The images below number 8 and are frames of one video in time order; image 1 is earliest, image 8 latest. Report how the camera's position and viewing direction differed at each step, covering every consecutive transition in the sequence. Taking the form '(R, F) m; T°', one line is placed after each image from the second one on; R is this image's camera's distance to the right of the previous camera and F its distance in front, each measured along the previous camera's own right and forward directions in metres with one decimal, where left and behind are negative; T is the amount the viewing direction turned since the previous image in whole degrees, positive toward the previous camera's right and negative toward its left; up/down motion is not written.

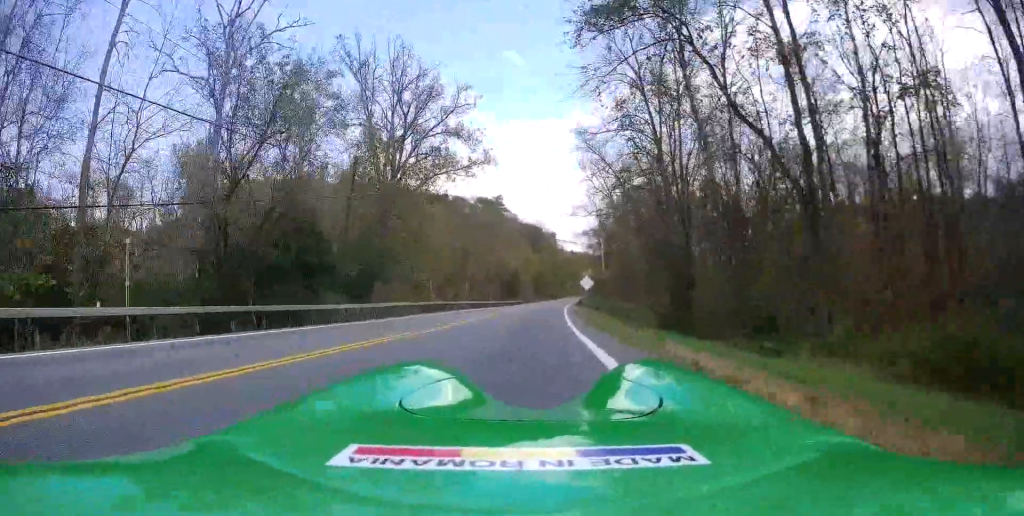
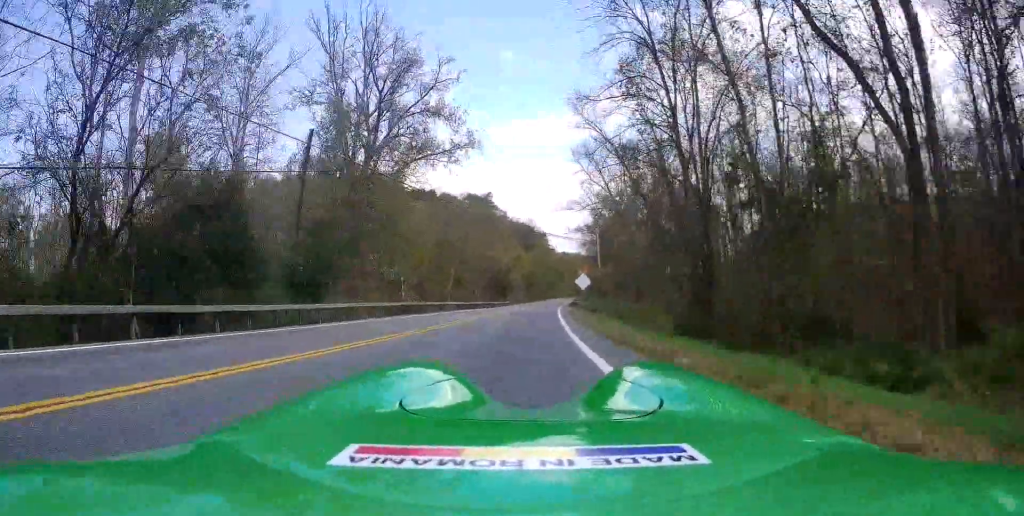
(0.0, +6.2) m; 0°
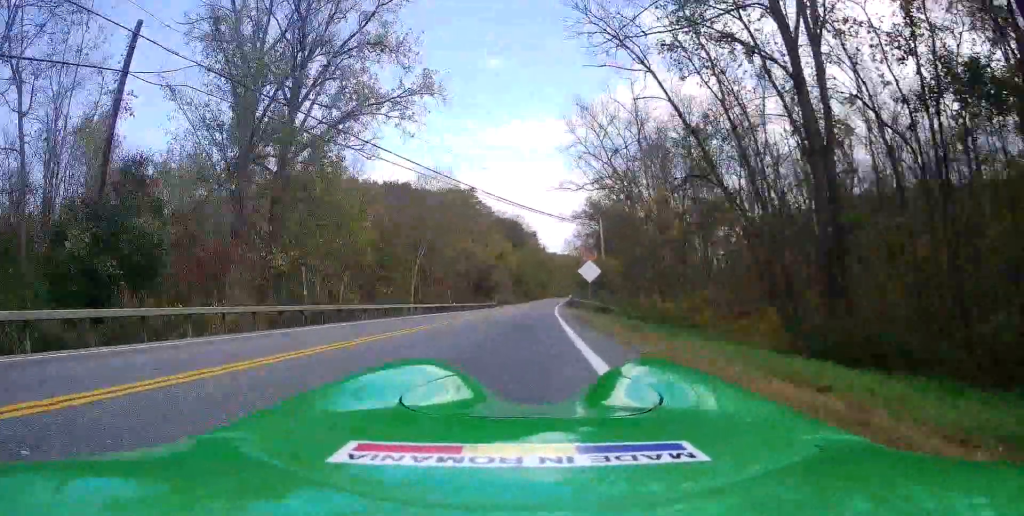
(0.0, +14.9) m; +2°
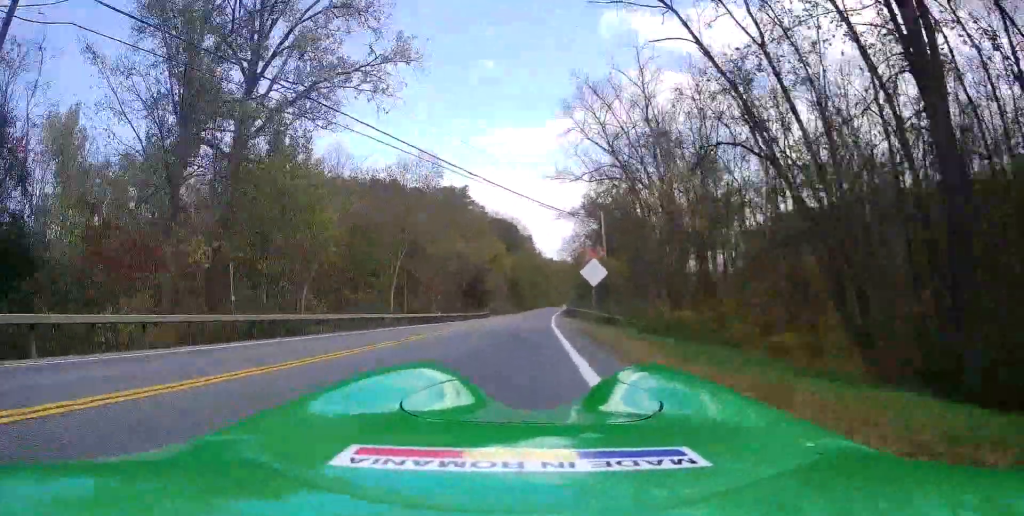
(-0.1, +5.1) m; +1°
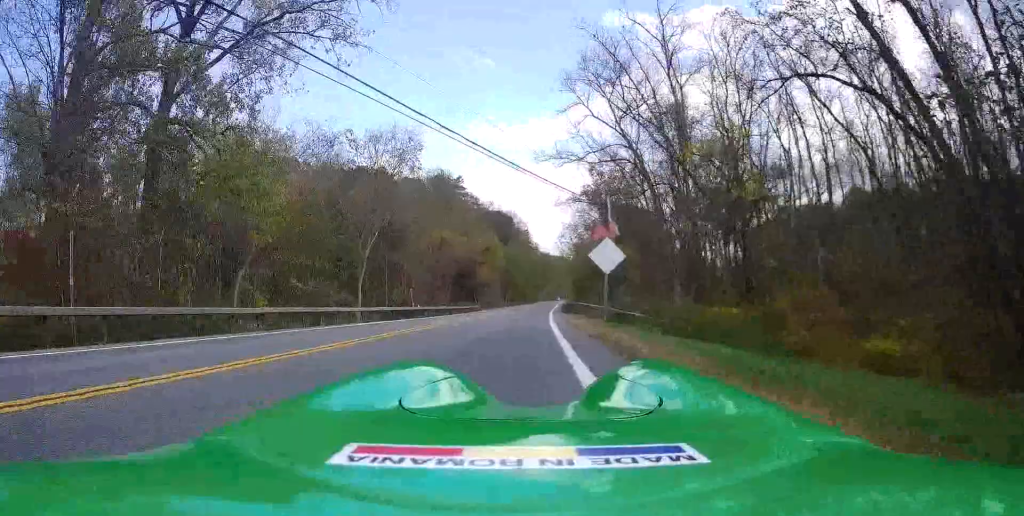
(+0.3, +6.6) m; +1°
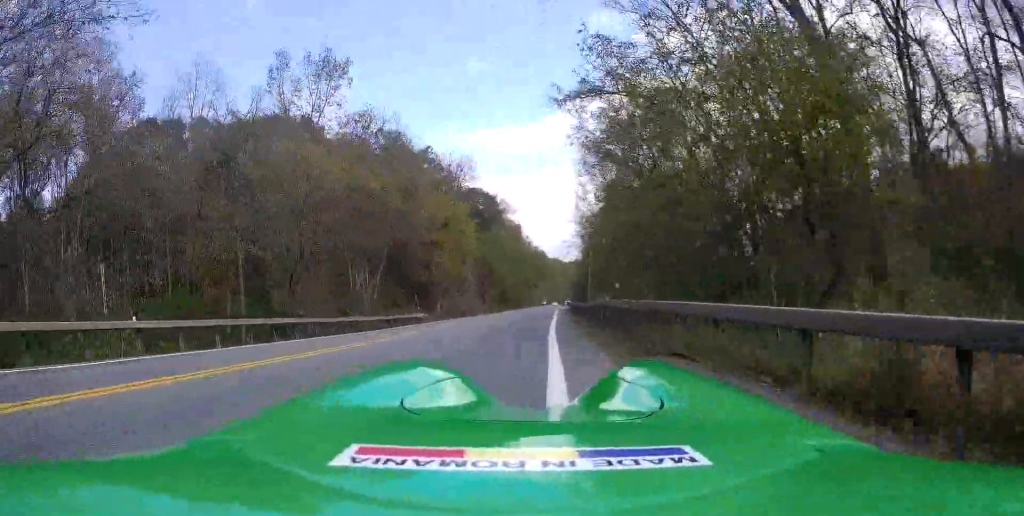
(+0.5, +29.8) m; +1°
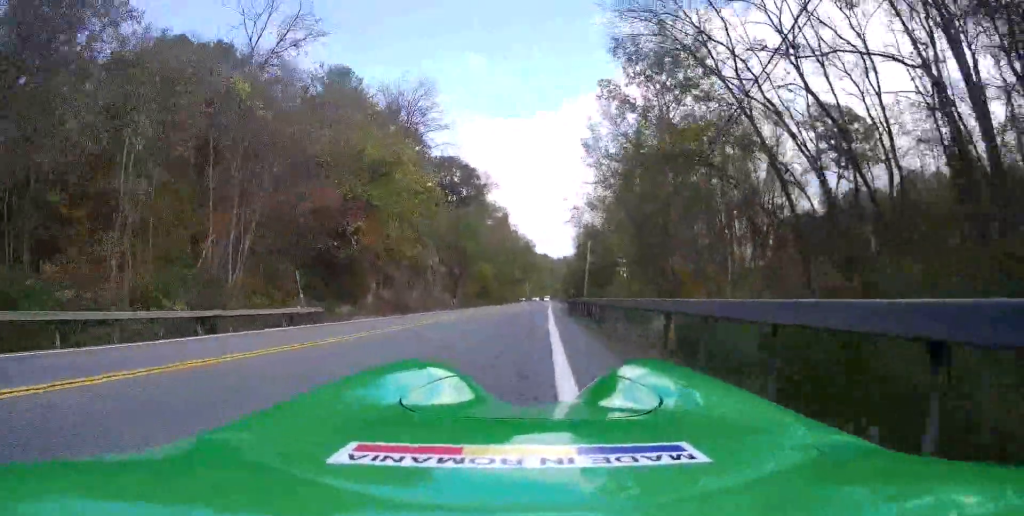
(0.0, +18.9) m; 0°
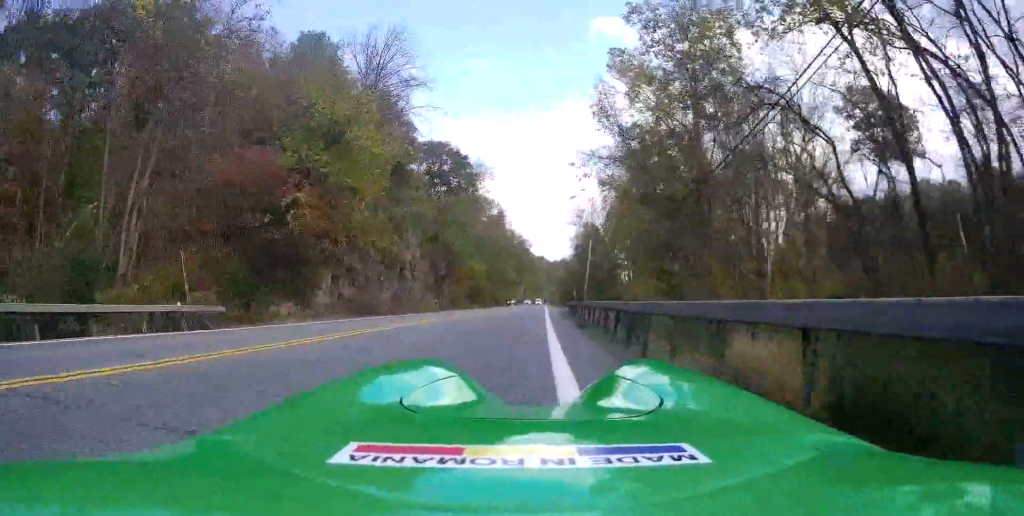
(0.0, +7.9) m; 0°
